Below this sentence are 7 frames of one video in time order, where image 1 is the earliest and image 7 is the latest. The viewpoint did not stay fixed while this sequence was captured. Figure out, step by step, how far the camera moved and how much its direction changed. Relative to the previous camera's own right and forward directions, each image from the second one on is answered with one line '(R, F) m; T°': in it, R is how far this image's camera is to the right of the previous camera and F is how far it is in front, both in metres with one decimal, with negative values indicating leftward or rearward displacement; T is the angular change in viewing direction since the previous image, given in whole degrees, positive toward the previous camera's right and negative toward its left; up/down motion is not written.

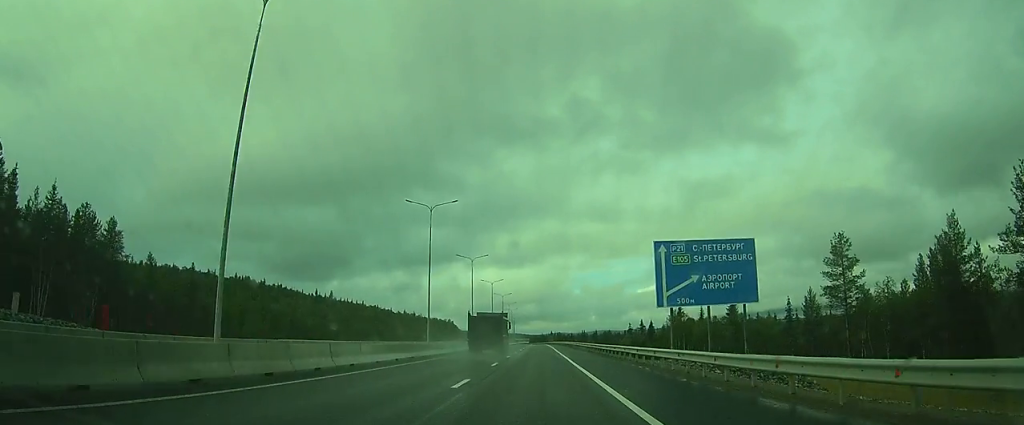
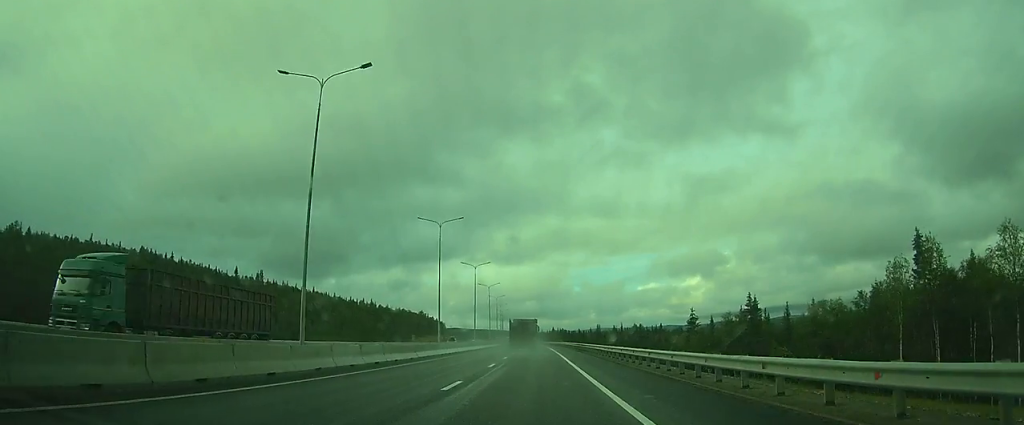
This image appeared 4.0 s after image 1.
(+0.4, +82.4) m; 0°
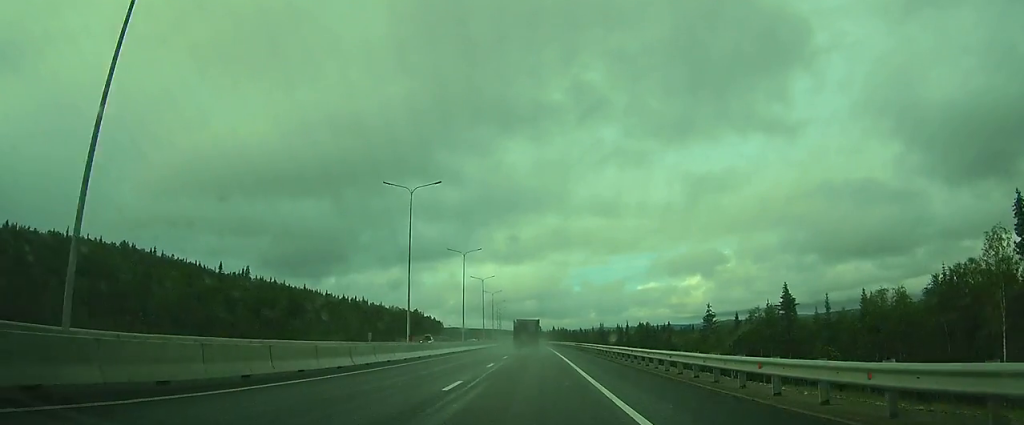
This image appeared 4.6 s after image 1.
(0.0, +11.7) m; 0°
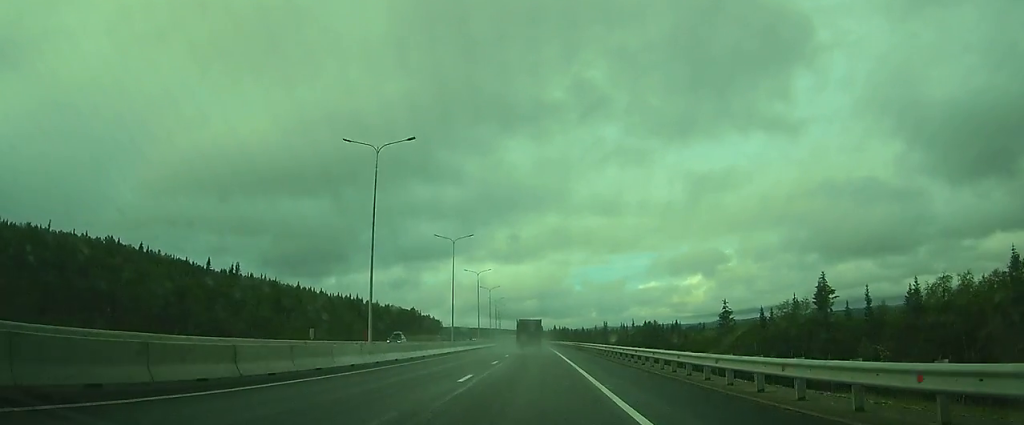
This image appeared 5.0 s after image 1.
(0.0, +8.9) m; 0°
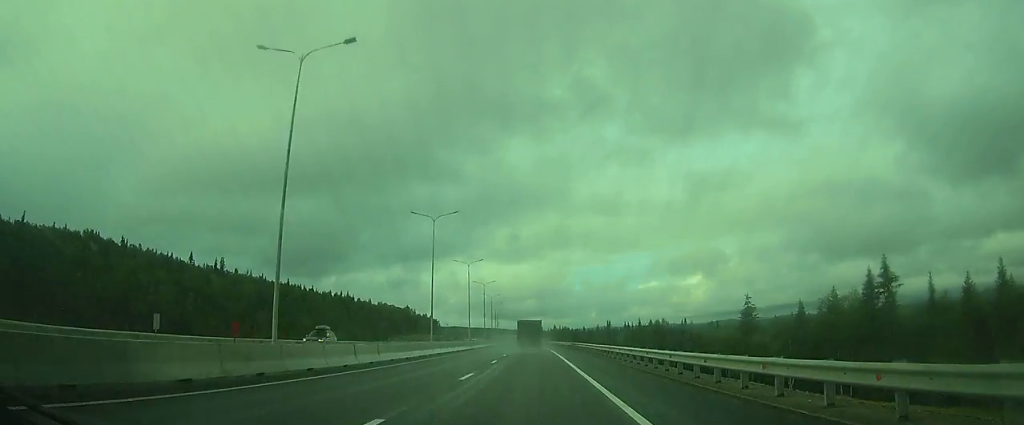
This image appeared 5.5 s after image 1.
(+0.1, +11.0) m; 0°
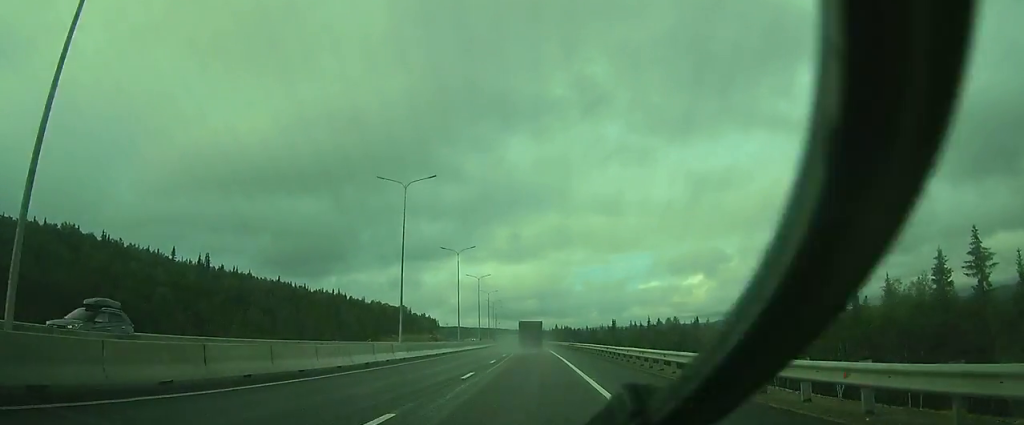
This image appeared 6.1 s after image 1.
(0.0, +11.0) m; 0°
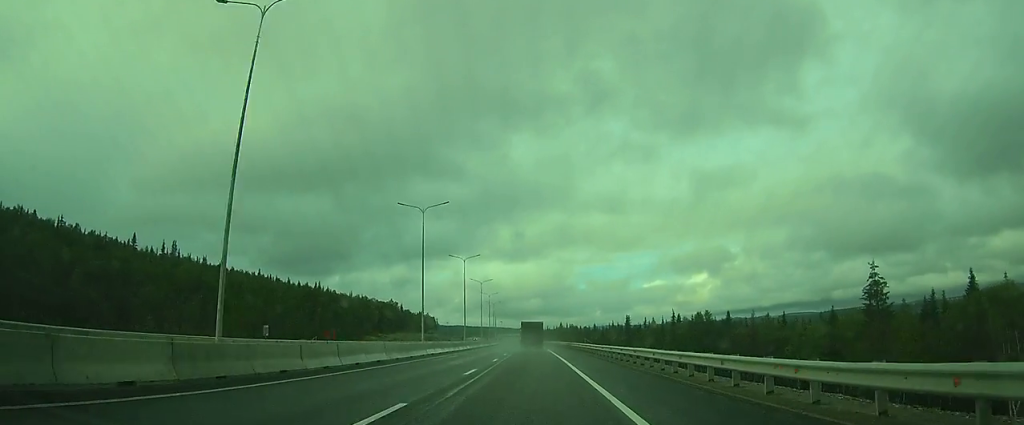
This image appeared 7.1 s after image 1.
(-0.1, +22.0) m; 0°
